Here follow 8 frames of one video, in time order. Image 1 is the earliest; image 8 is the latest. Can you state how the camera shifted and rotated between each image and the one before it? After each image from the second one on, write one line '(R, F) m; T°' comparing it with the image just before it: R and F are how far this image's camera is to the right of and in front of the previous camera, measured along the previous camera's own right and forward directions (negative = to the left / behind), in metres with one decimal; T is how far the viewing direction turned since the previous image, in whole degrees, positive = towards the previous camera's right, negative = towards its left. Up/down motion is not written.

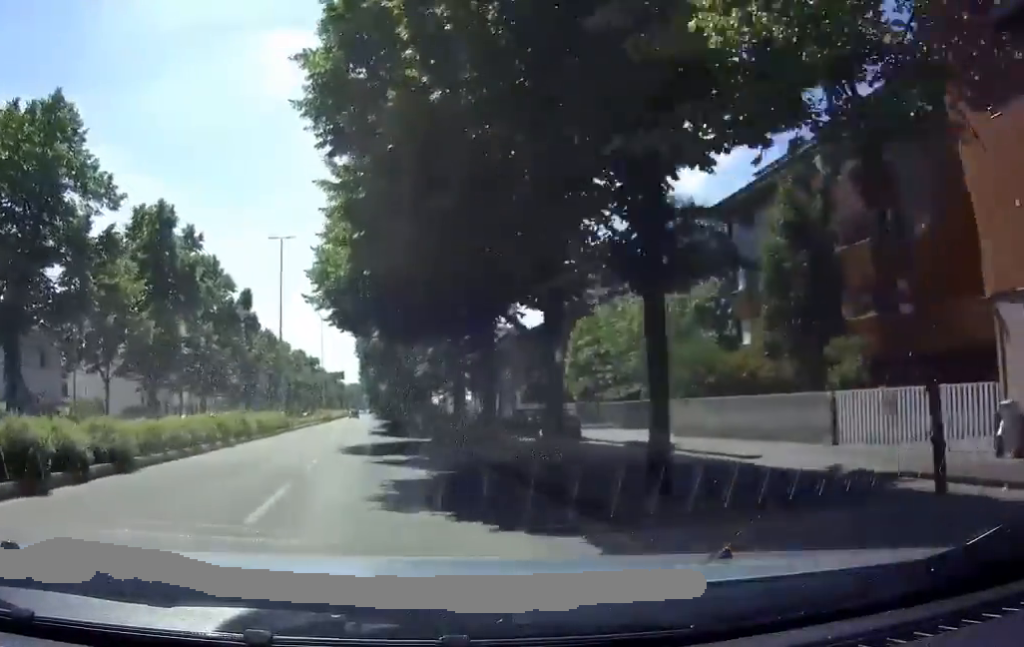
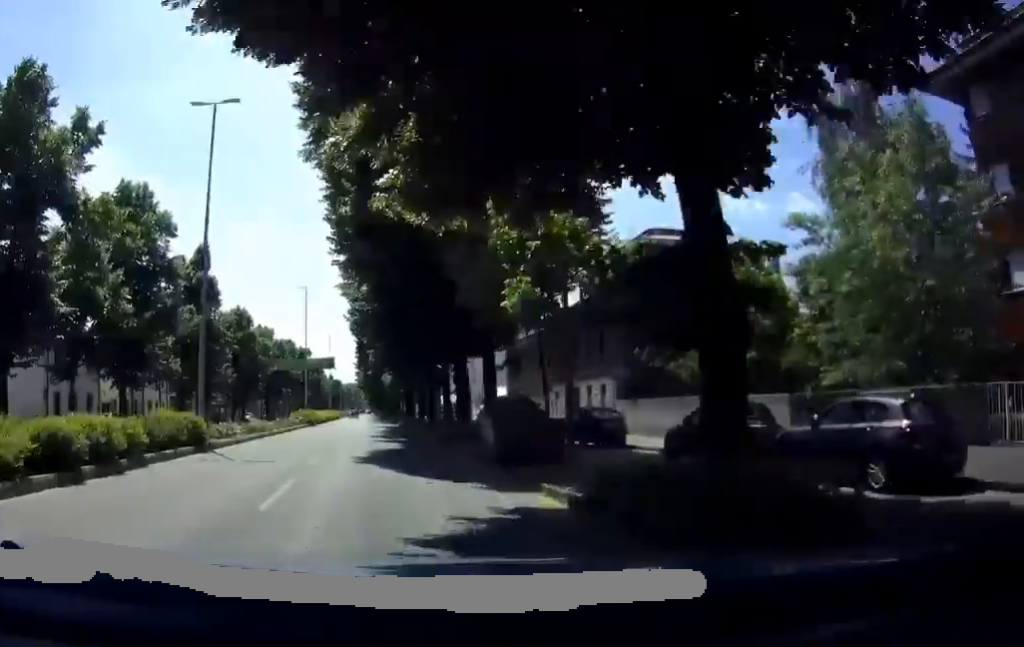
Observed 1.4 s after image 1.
(+0.1, +19.9) m; +1°
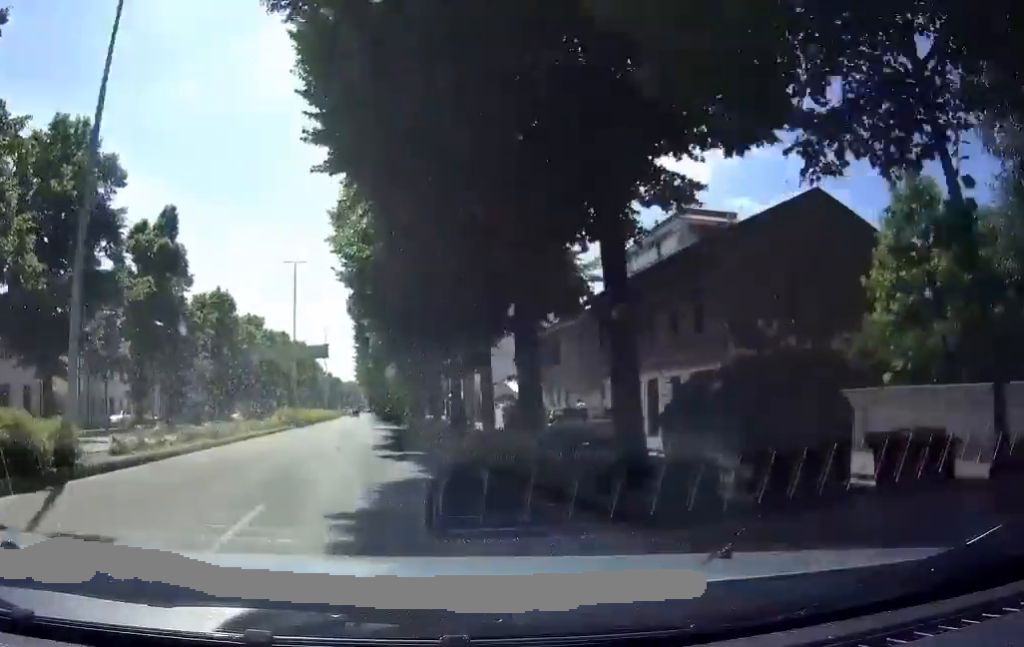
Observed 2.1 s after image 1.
(0.0, +9.6) m; 0°
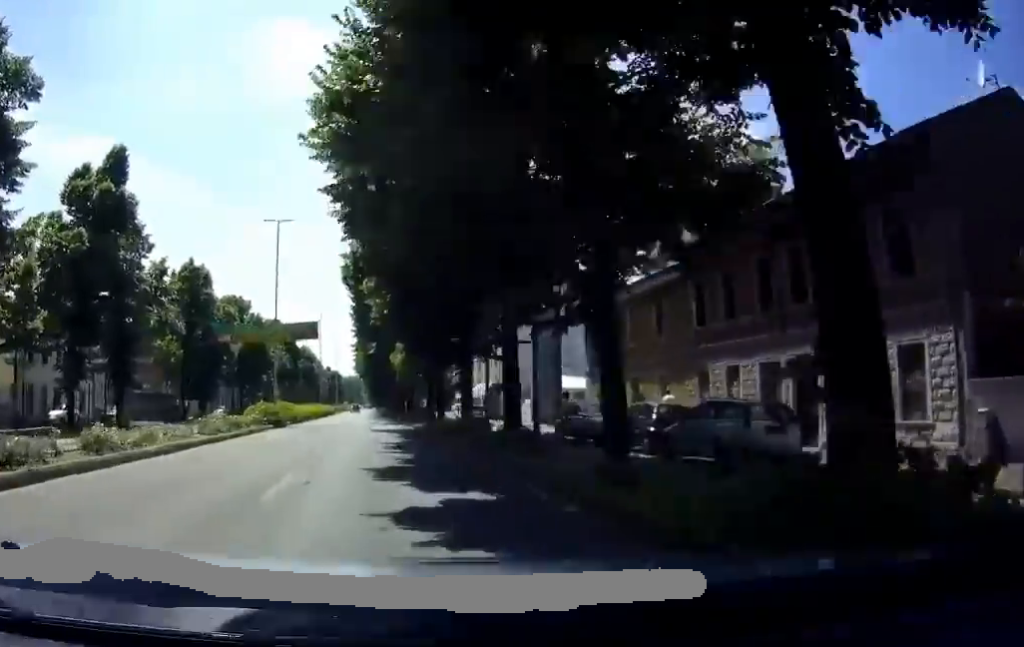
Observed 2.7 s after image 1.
(-0.1, +9.8) m; 0°
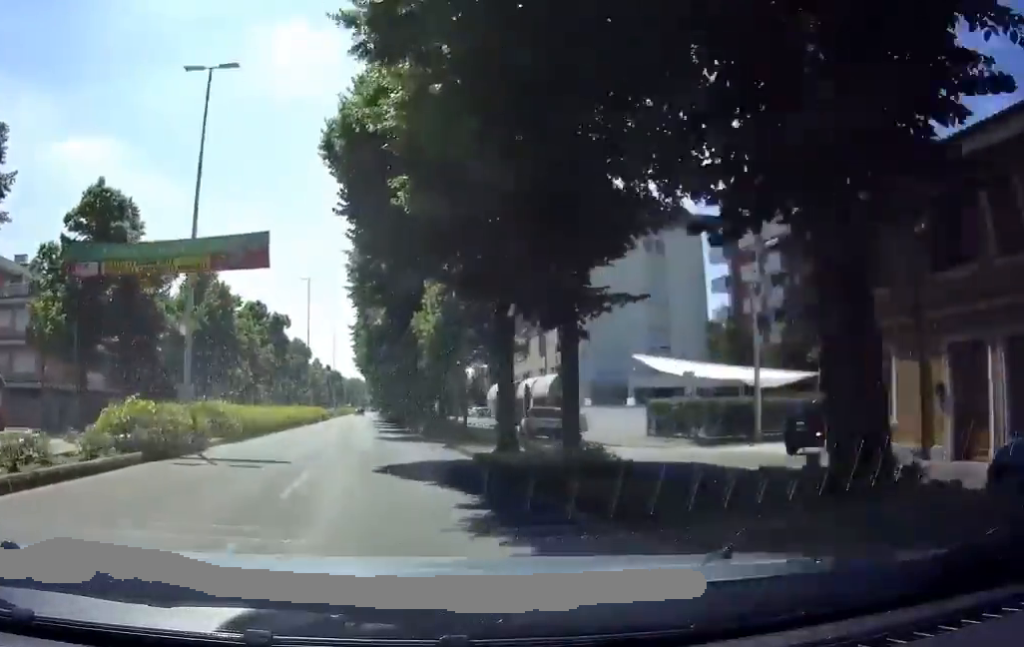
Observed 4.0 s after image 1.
(+0.3, +19.8) m; +2°
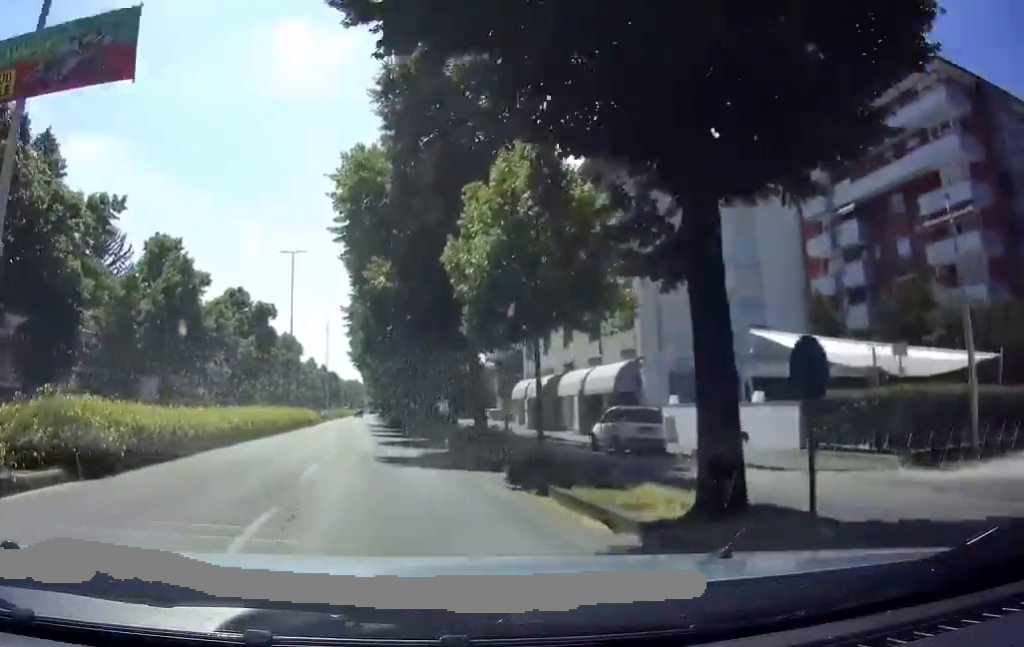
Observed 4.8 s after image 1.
(+0.2, +11.6) m; 0°
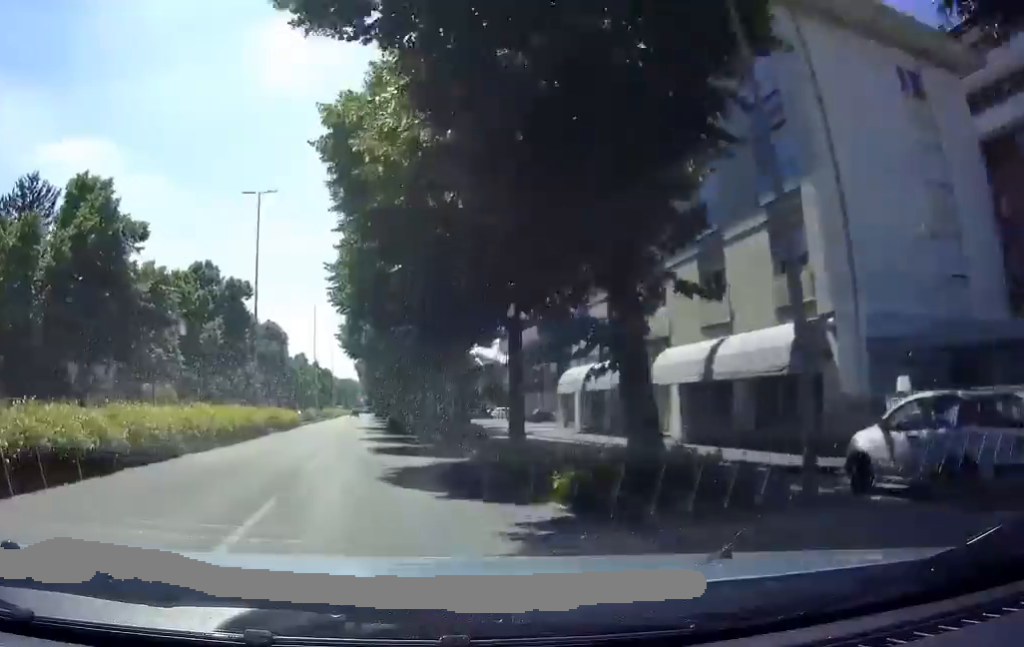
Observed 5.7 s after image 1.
(-0.3, +13.0) m; -1°
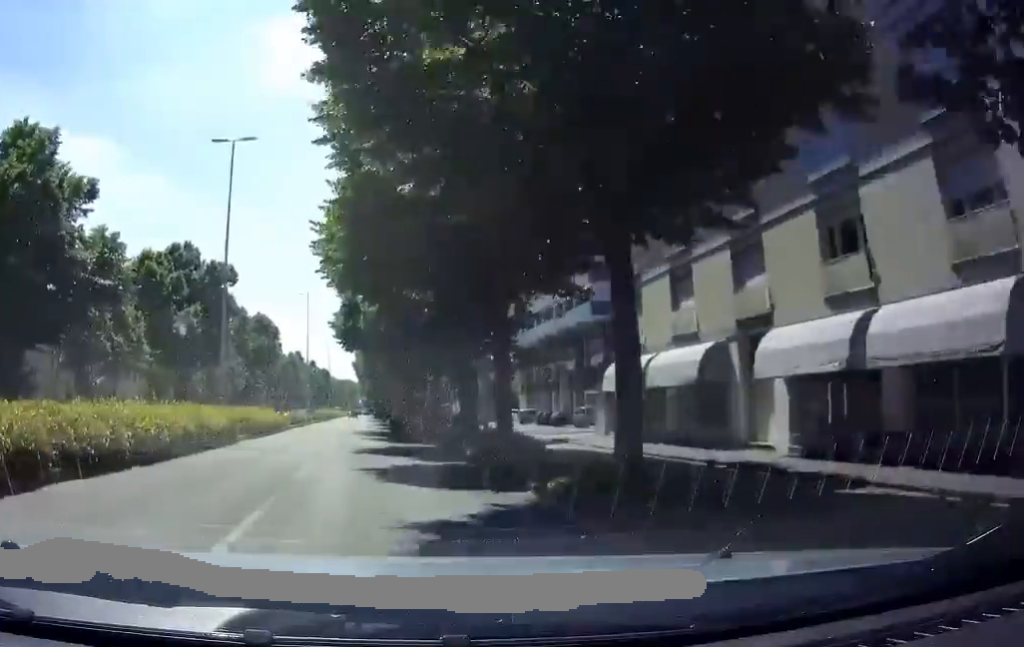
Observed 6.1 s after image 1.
(0.0, +7.1) m; 0°
